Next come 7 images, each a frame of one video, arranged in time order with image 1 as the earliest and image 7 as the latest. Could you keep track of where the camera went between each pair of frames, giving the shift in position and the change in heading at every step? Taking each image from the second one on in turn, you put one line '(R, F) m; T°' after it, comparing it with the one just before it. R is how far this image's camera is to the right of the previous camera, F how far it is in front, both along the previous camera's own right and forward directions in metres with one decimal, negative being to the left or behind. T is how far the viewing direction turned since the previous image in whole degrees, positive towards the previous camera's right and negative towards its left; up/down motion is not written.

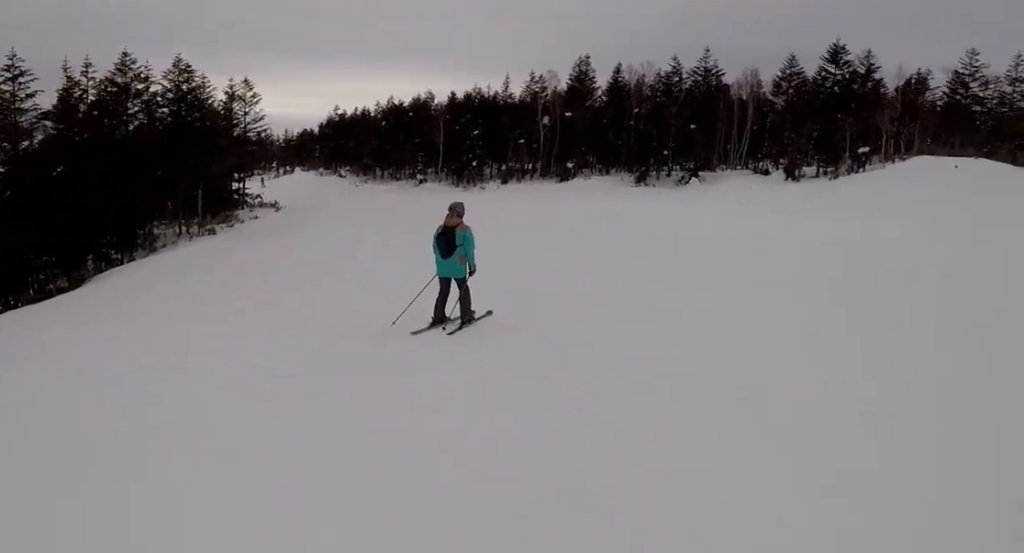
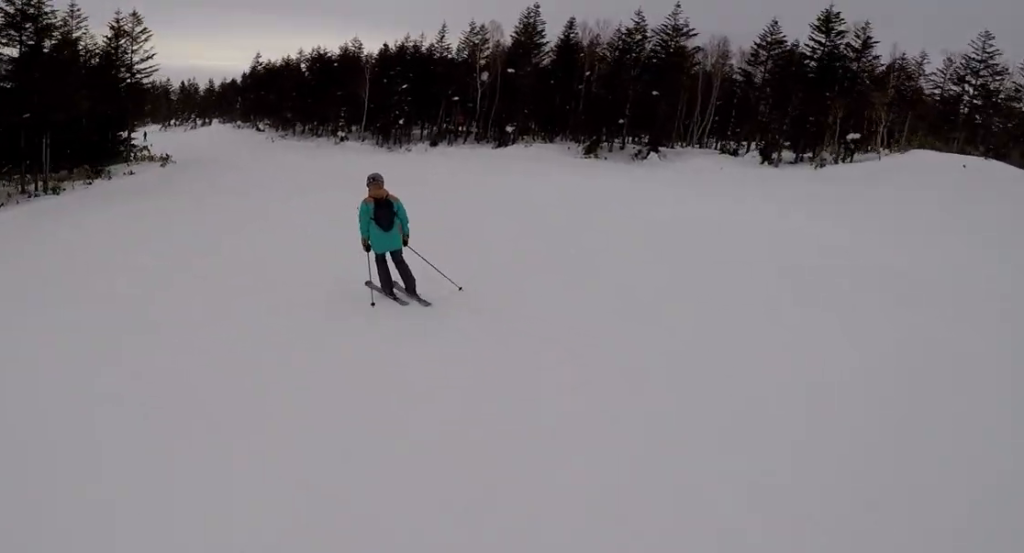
(-0.6, +7.5) m; -14°
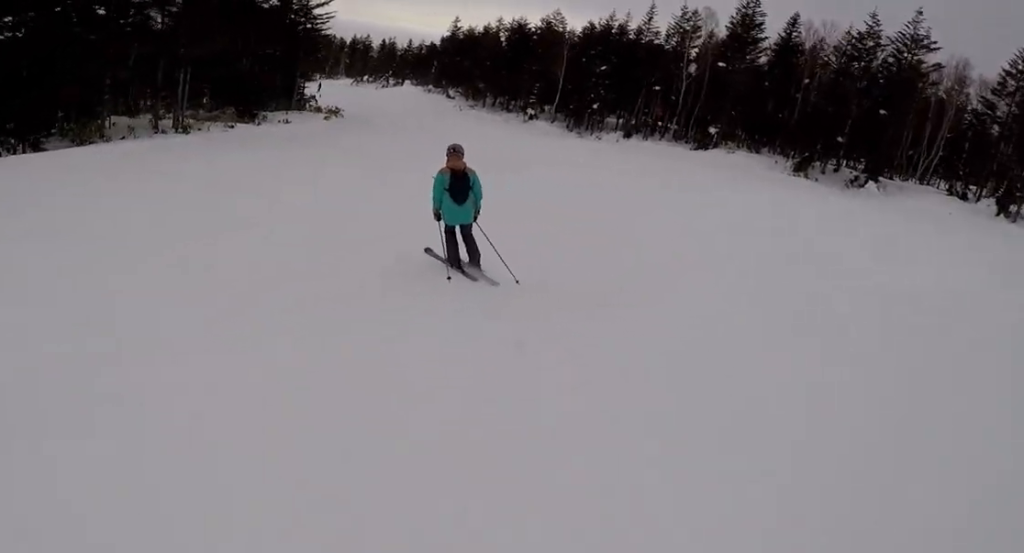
(0.0, +4.2) m; -10°
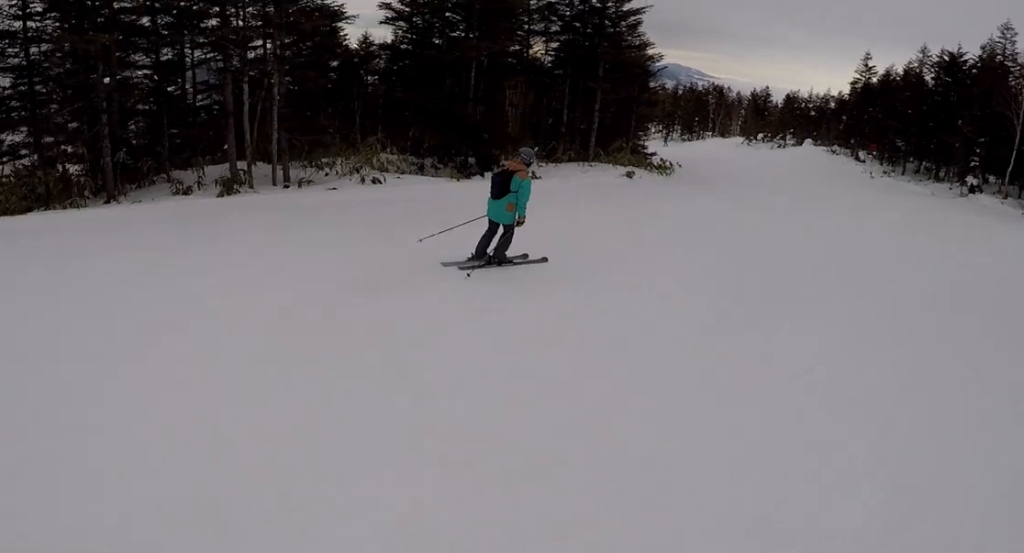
(-1.7, +15.7) m; -7°
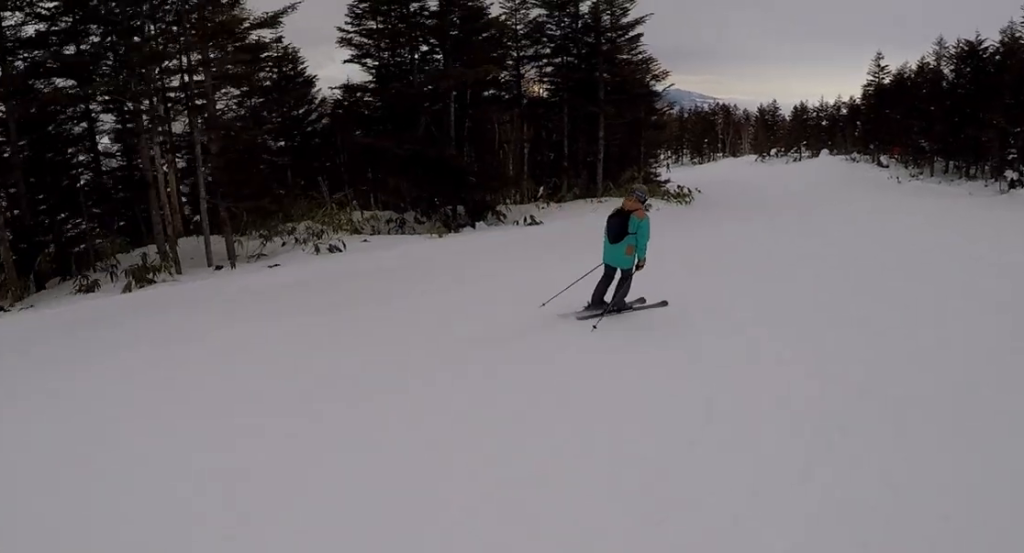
(-0.4, +3.0) m; 0°
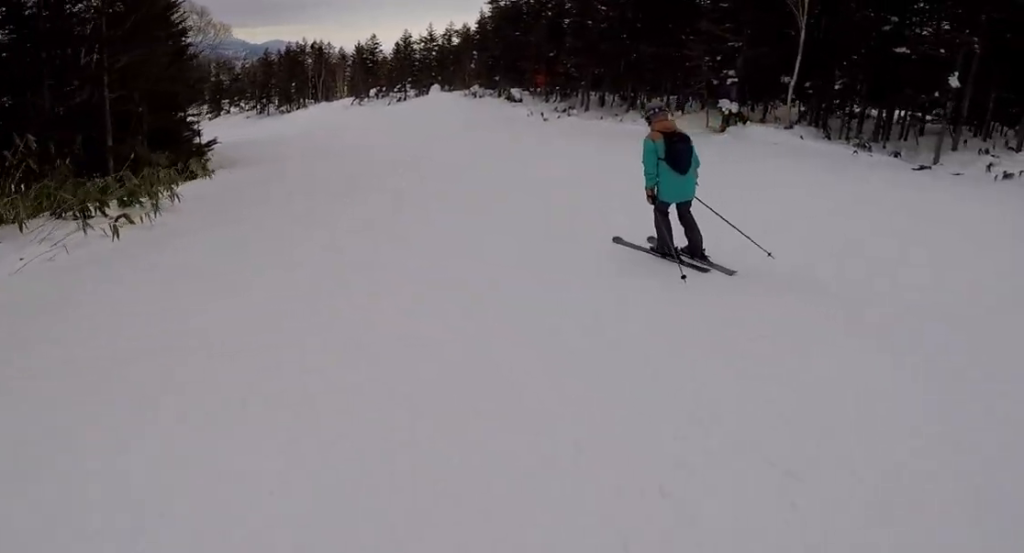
(+2.3, +13.9) m; +10°
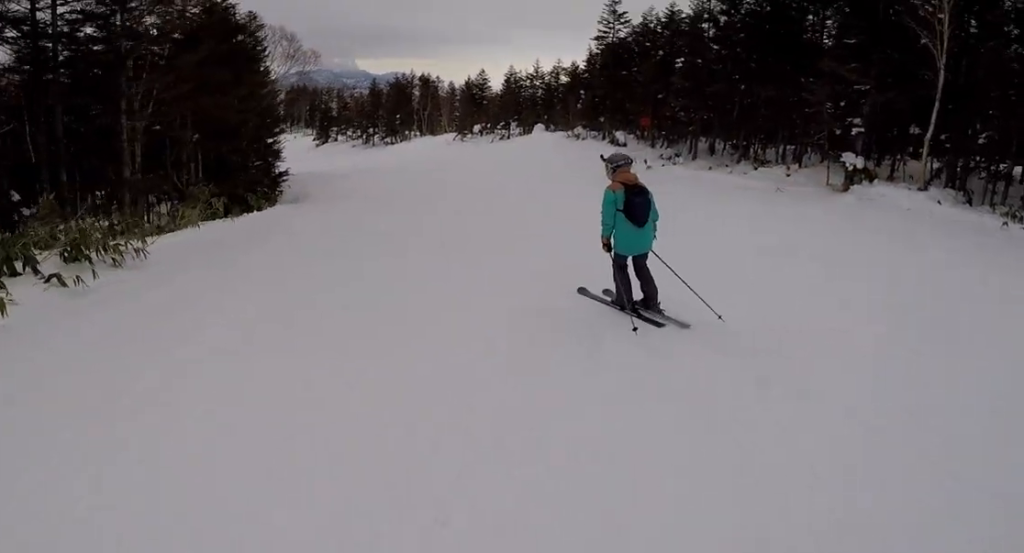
(+0.4, +2.9) m; -5°
